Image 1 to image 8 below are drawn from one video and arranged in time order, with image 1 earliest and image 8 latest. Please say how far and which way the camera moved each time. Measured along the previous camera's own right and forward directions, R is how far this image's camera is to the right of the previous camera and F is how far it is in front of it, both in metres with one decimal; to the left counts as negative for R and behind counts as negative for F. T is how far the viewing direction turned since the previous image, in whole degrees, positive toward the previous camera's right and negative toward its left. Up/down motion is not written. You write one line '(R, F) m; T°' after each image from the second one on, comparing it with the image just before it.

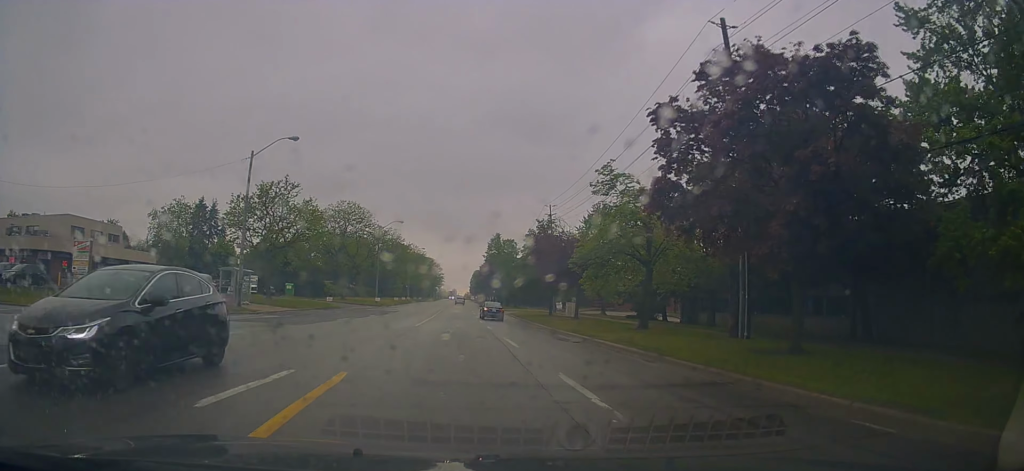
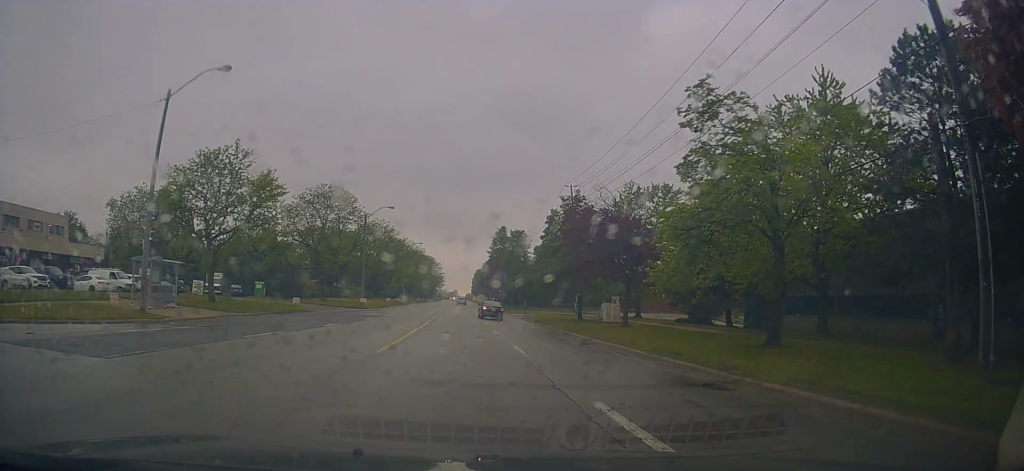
(0.0, +12.5) m; +1°
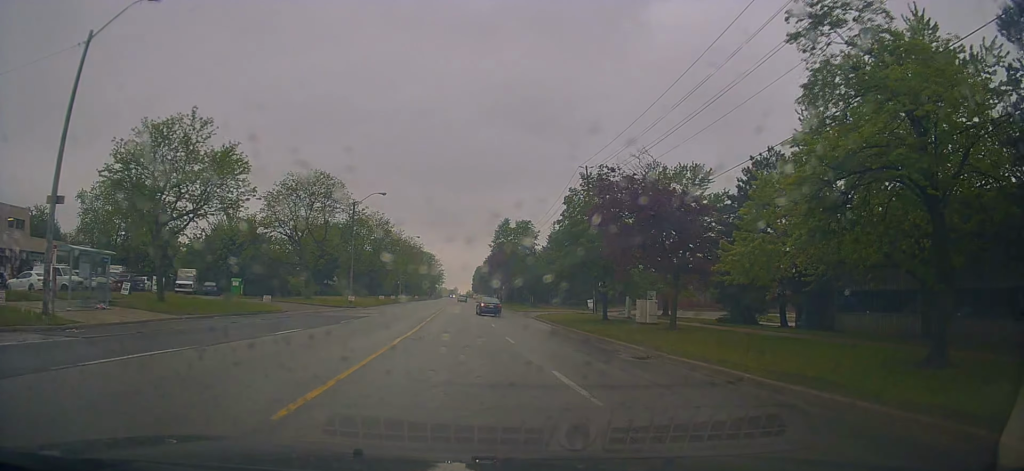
(-0.1, +7.3) m; +1°
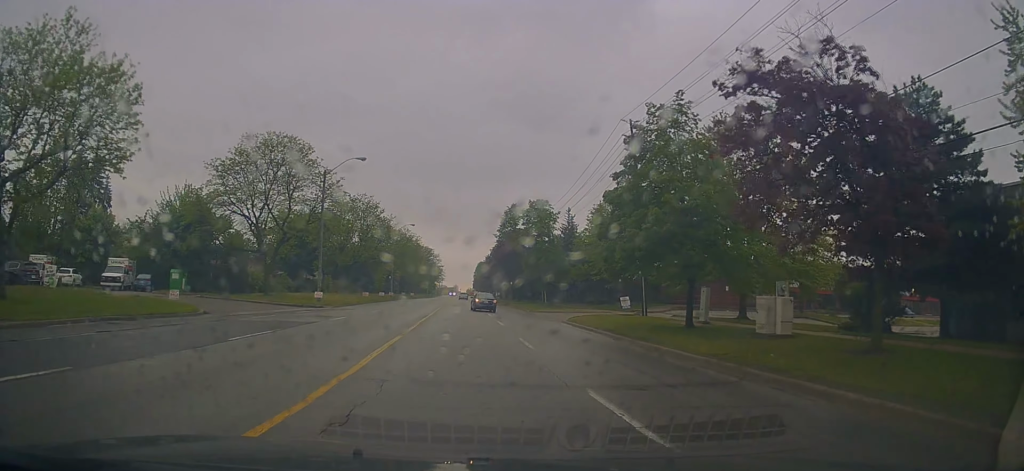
(+0.4, +13.3) m; -2°
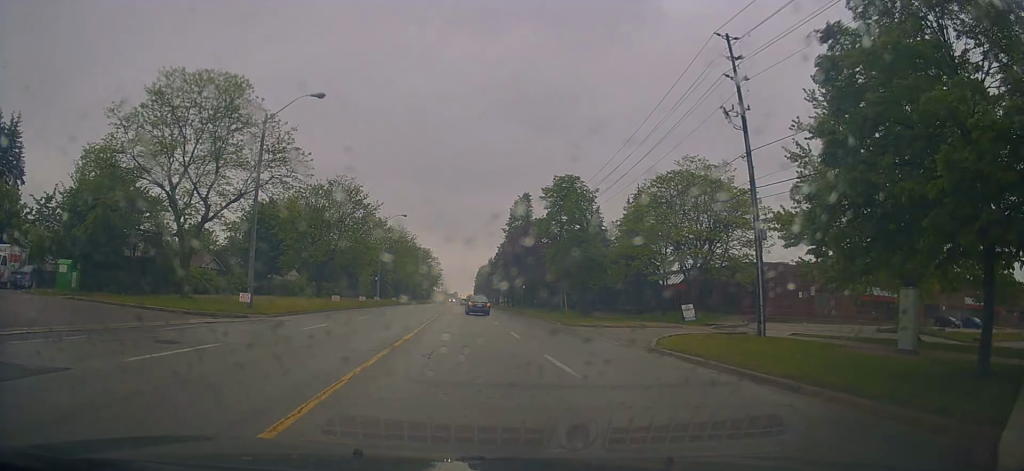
(-0.9, +15.6) m; -1°
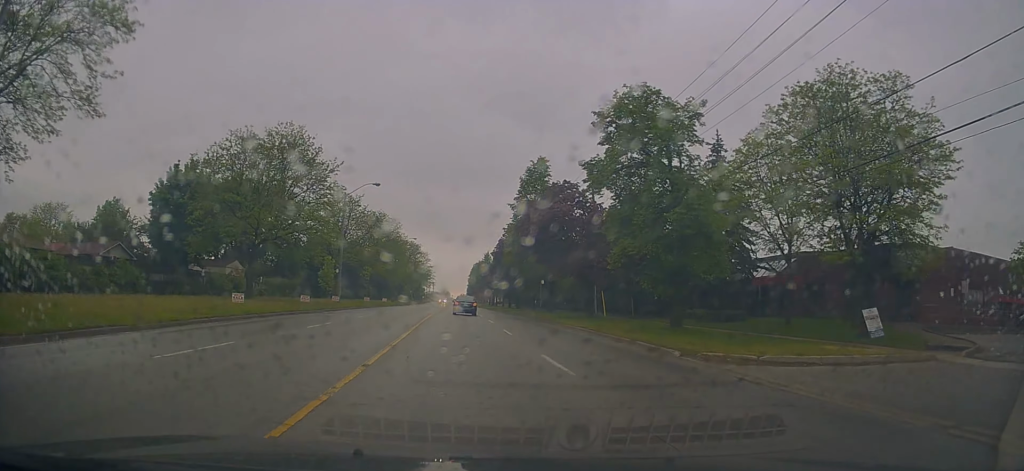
(+0.7, +19.8) m; +1°
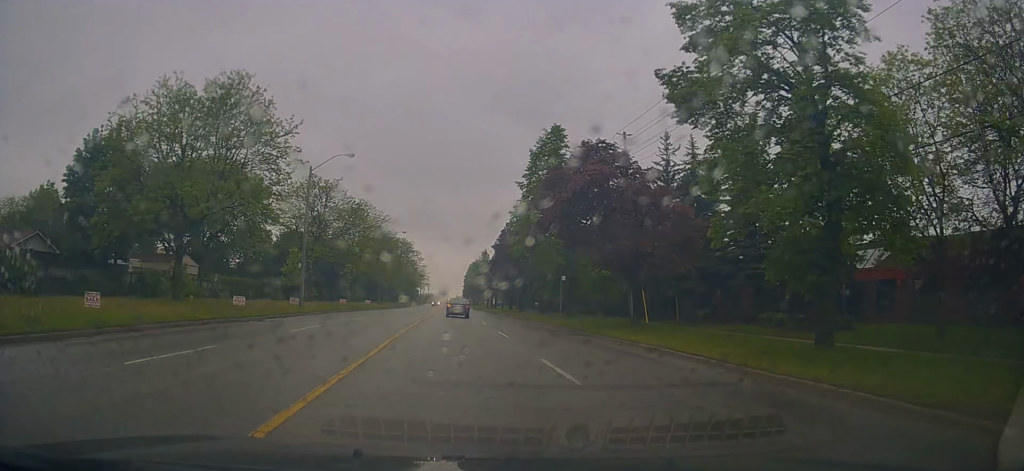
(-0.2, +11.7) m; -1°
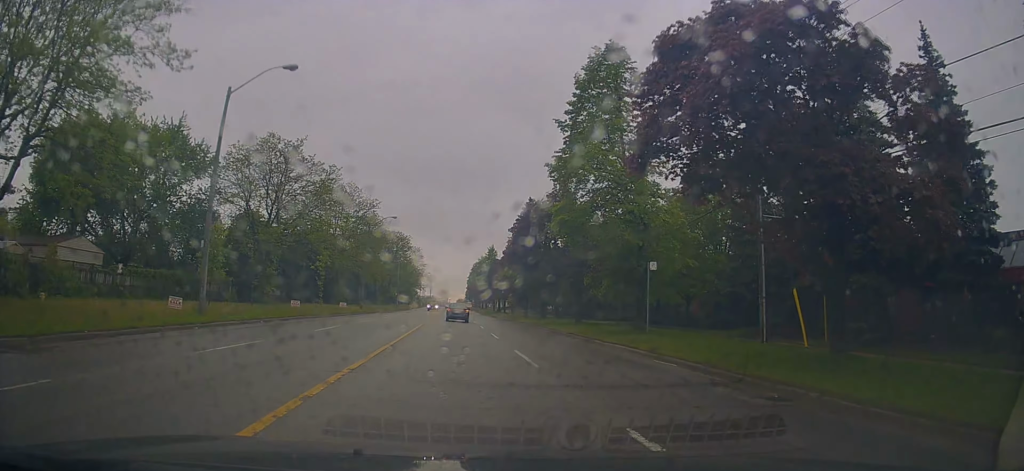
(+0.2, +16.7) m; +2°
